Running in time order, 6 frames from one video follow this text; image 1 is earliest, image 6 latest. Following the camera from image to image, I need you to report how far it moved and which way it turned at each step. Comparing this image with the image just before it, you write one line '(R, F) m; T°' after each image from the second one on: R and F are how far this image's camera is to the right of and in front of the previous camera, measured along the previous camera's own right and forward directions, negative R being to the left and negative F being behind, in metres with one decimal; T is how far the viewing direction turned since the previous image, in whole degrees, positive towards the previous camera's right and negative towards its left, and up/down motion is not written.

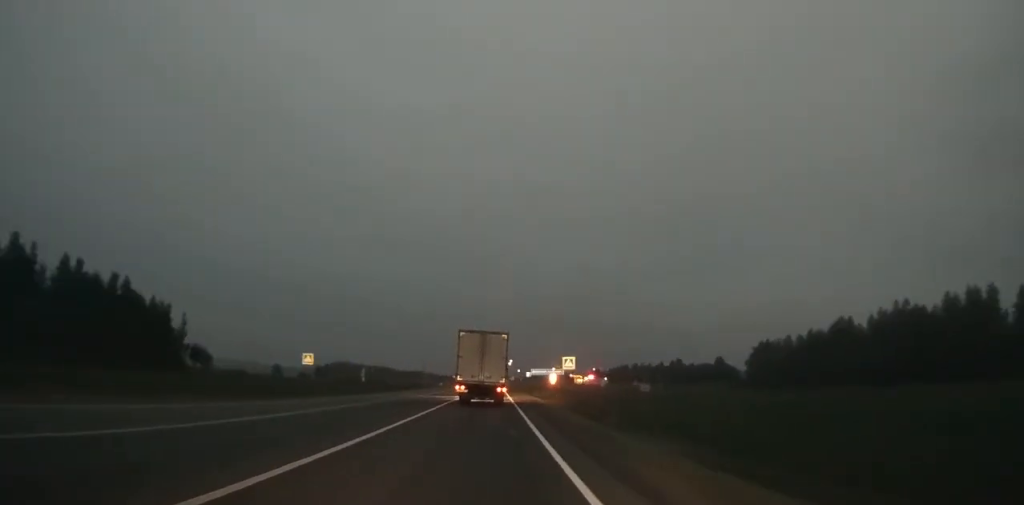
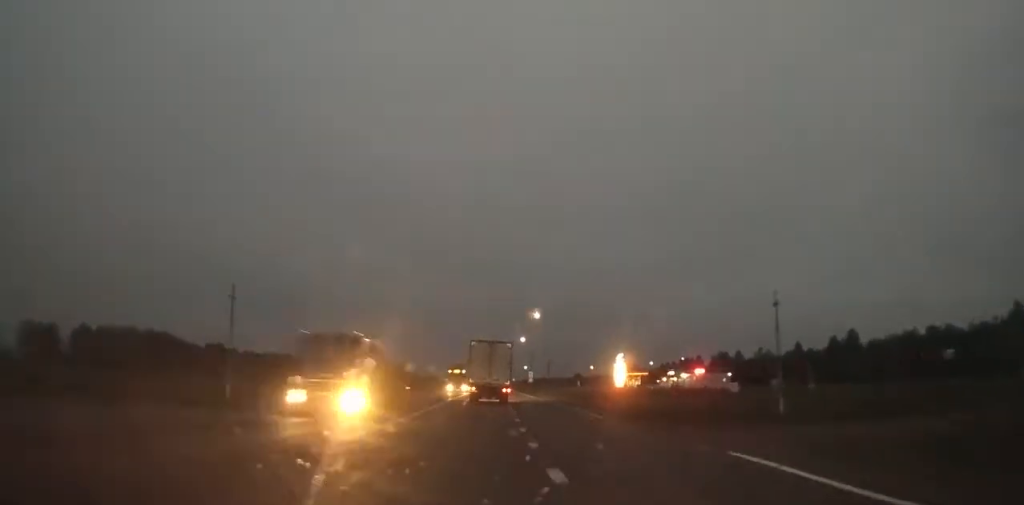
(-0.3, +149.8) m; 0°
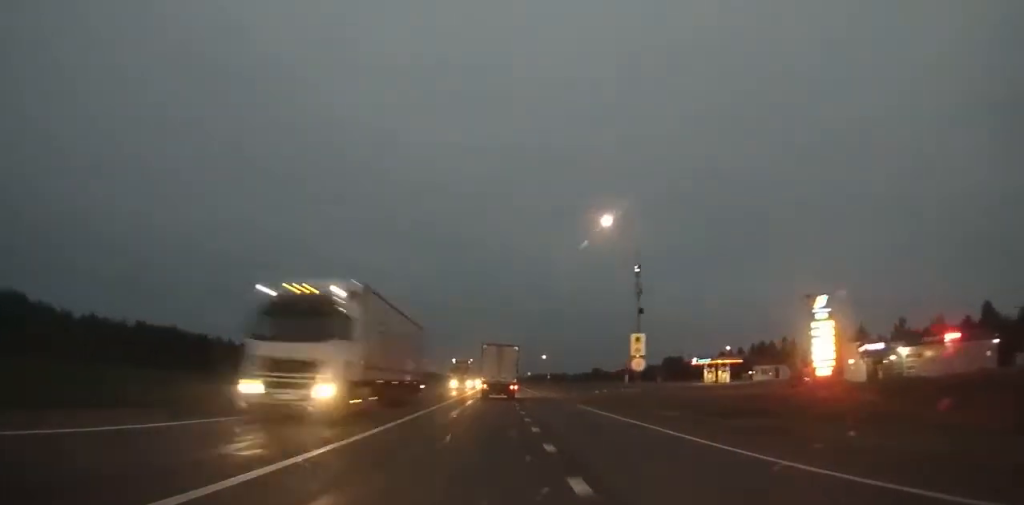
(0.0, +71.0) m; 0°
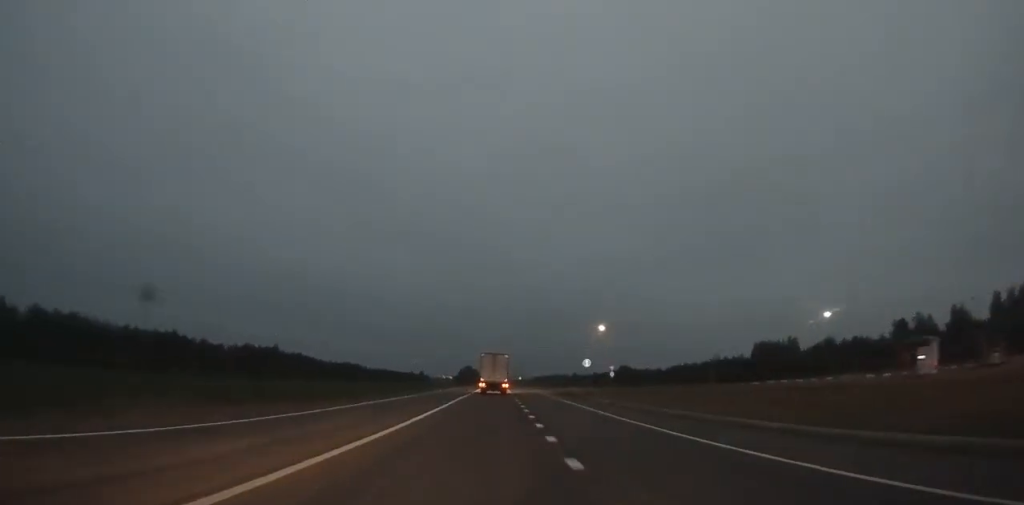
(+0.4, +107.4) m; +1°
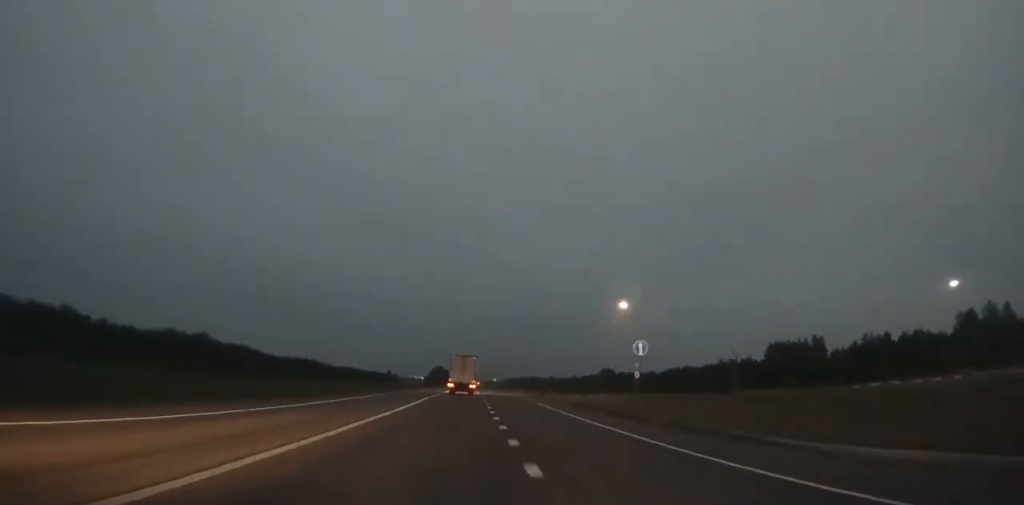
(+0.2, +28.2) m; 0°
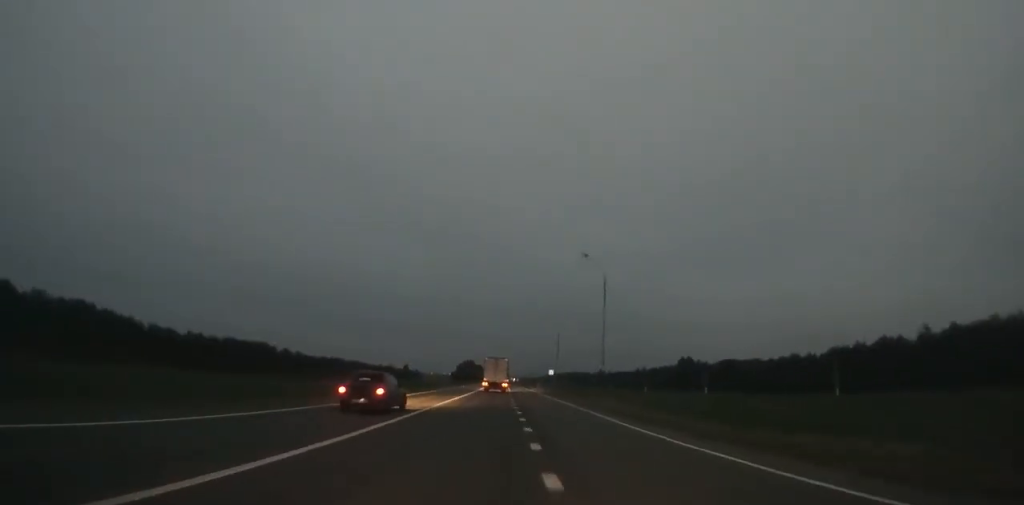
(-0.2, +90.6) m; -1°
